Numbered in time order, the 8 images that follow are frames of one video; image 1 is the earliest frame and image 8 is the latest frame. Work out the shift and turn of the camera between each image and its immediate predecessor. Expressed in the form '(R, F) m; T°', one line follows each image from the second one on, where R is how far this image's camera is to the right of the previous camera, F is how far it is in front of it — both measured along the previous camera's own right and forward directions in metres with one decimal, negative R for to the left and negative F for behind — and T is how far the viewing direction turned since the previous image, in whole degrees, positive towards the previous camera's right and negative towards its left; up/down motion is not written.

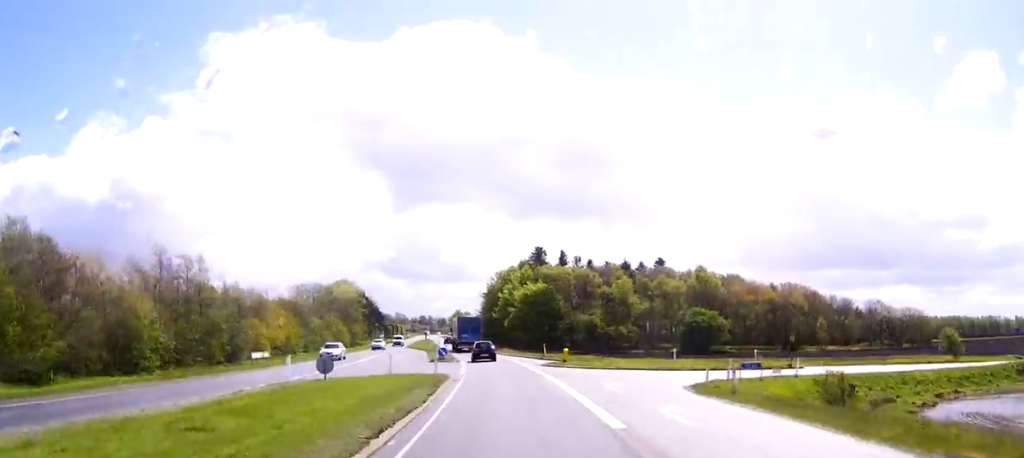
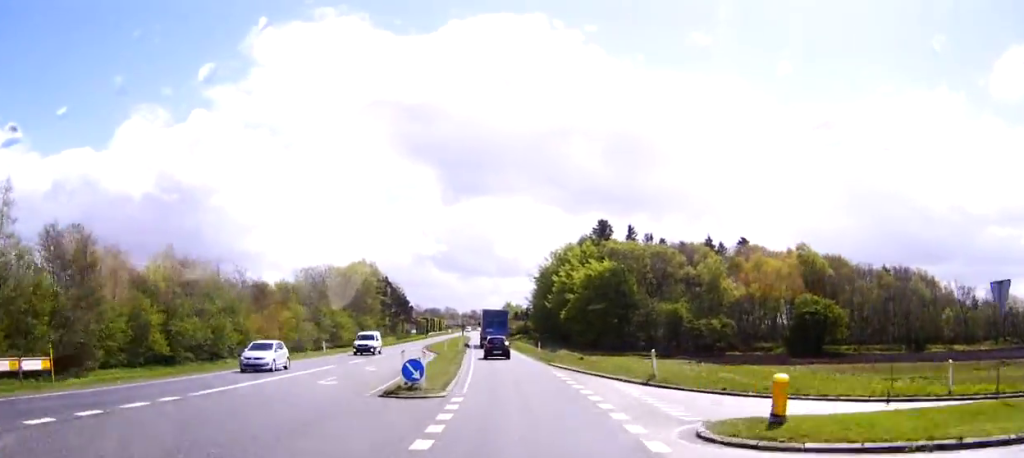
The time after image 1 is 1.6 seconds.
(-1.3, +32.5) m; -4°
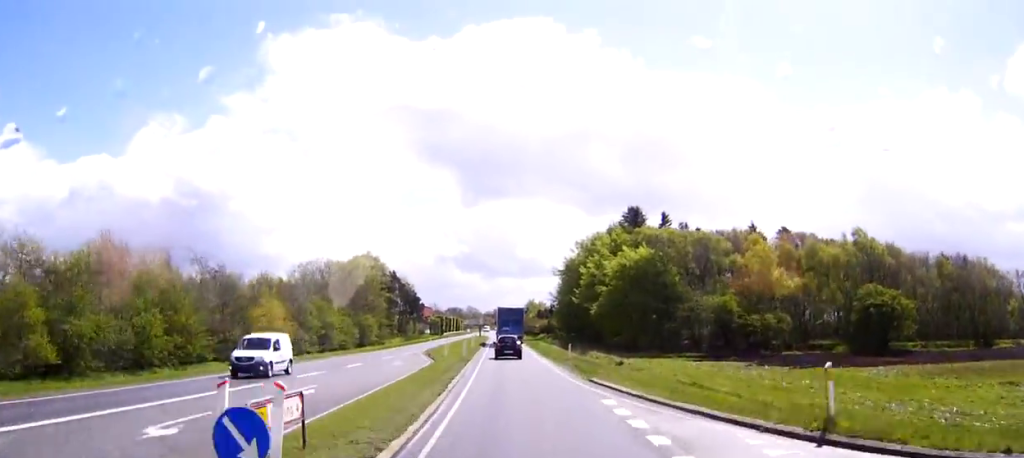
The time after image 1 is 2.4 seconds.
(-0.3, +14.6) m; -1°
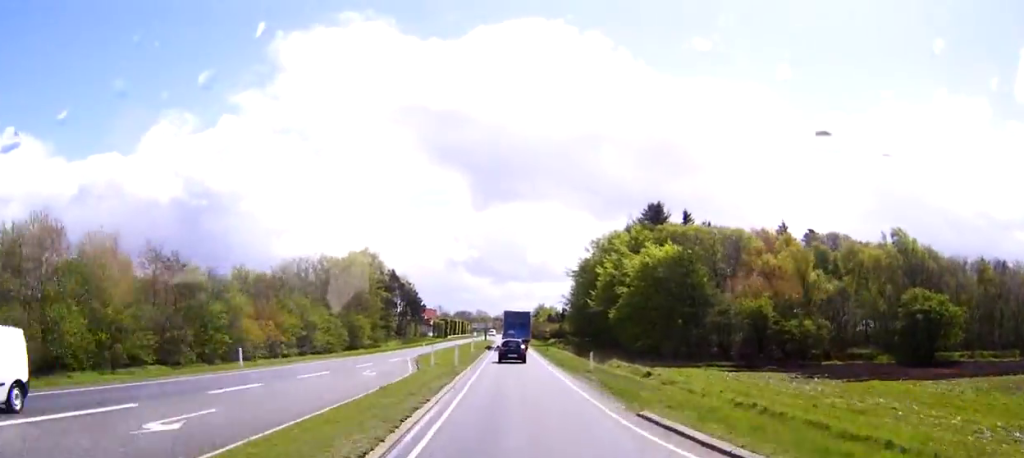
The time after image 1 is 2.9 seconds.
(-0.1, +10.0) m; -1°
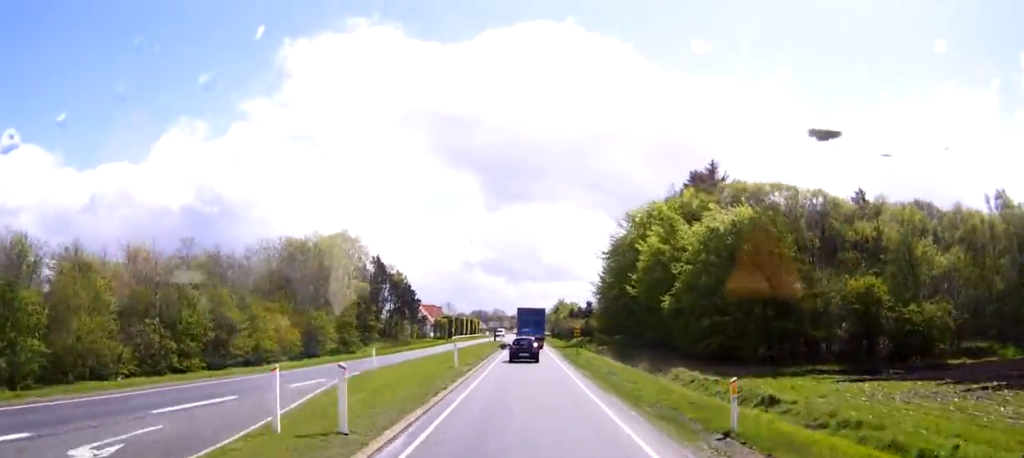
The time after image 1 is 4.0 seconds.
(-0.3, +23.1) m; -1°
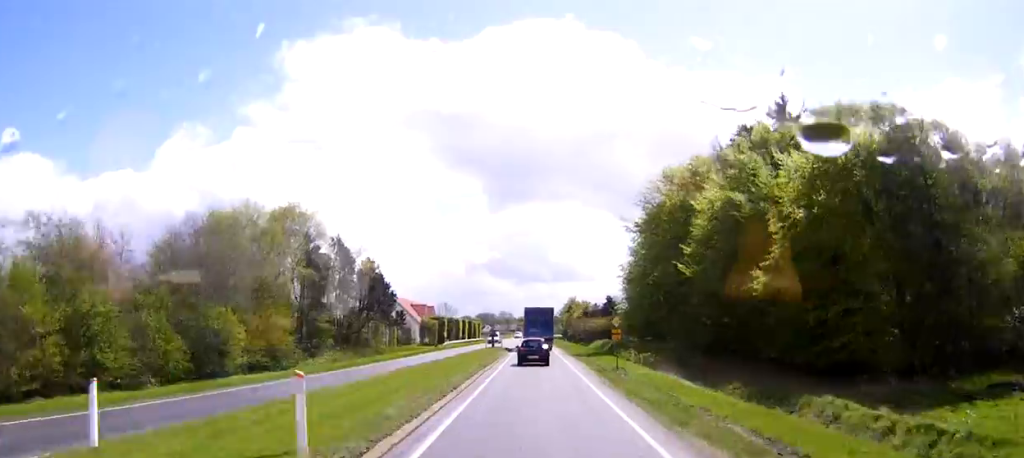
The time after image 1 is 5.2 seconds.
(-0.1, +22.1) m; 0°
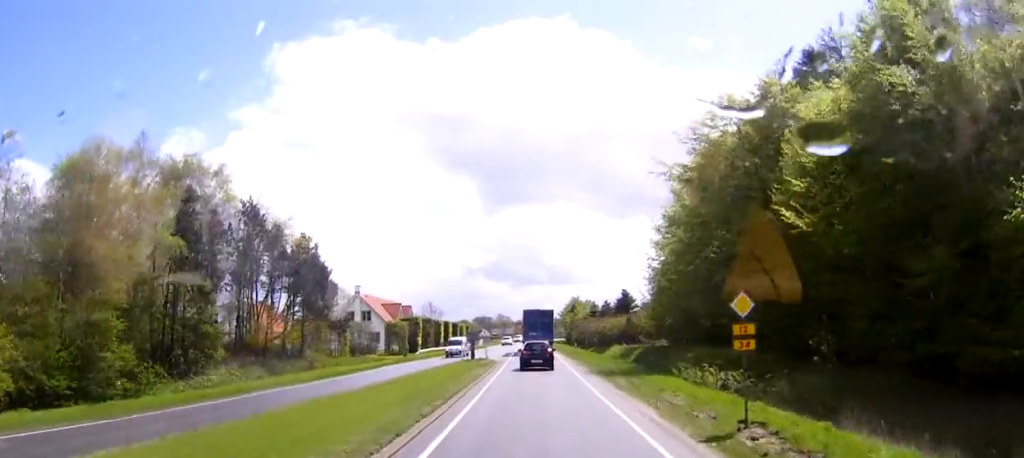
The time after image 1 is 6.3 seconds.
(0.0, +21.8) m; 0°
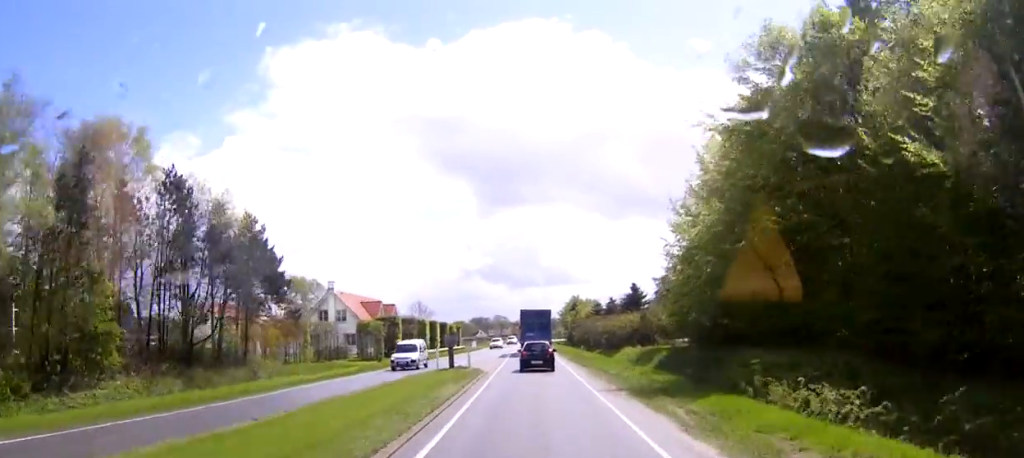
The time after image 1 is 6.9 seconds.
(0.0, +10.8) m; 0°
